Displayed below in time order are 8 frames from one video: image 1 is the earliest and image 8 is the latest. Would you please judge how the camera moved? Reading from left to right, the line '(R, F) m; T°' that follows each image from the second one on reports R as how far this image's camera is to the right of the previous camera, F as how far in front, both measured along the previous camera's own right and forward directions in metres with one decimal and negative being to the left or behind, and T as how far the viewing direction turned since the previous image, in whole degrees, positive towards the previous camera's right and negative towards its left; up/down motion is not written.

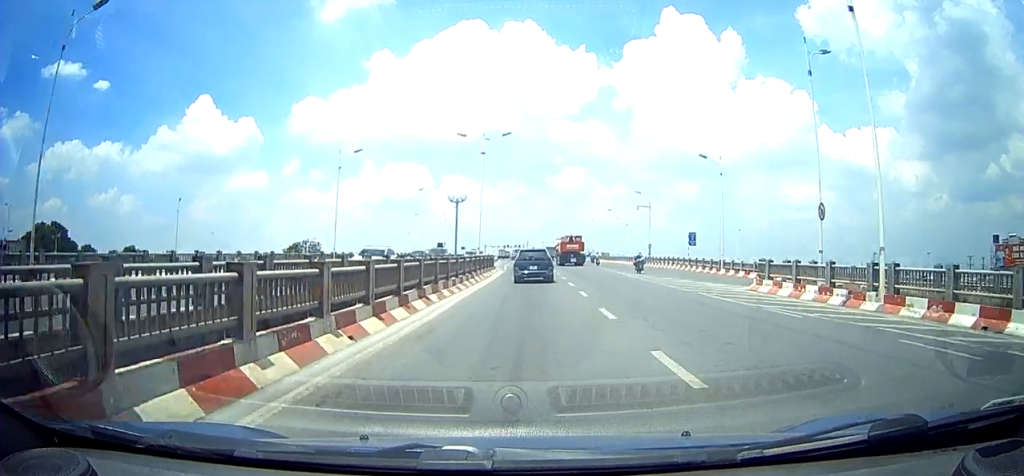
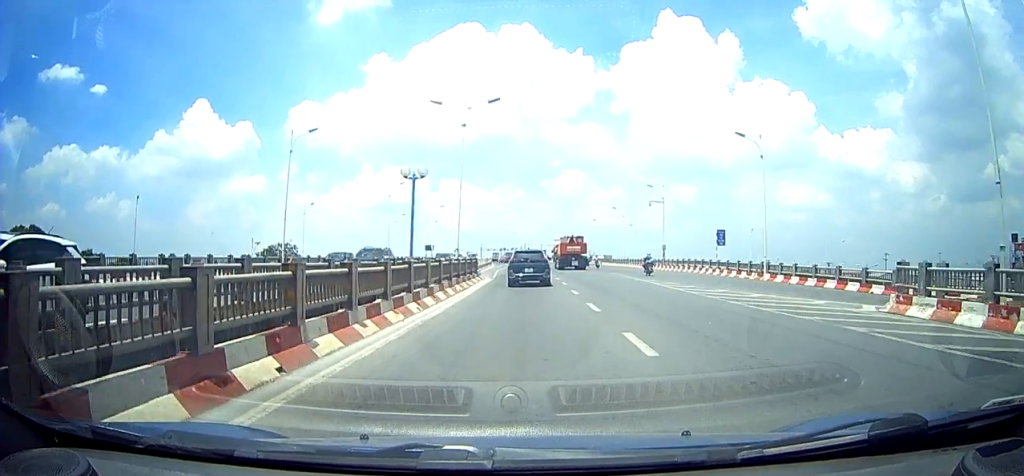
(+0.5, +10.1) m; +1°
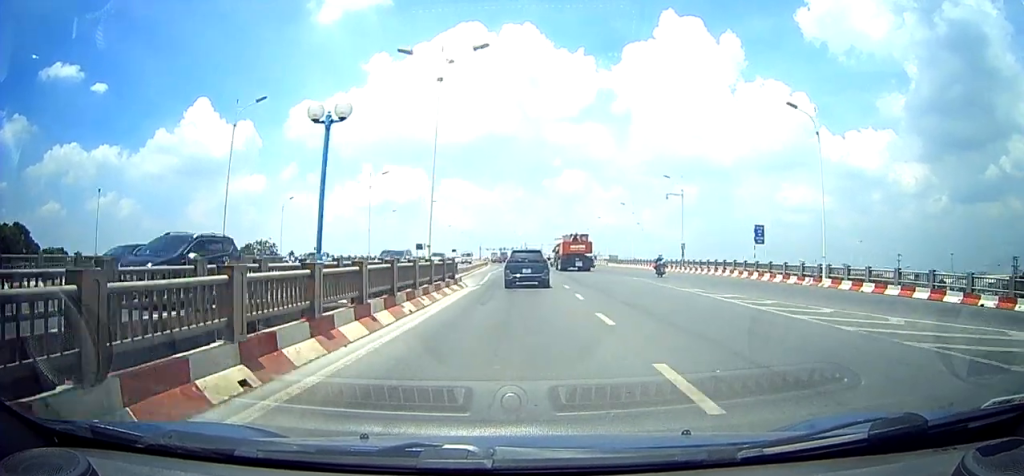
(-0.1, +8.2) m; -4°
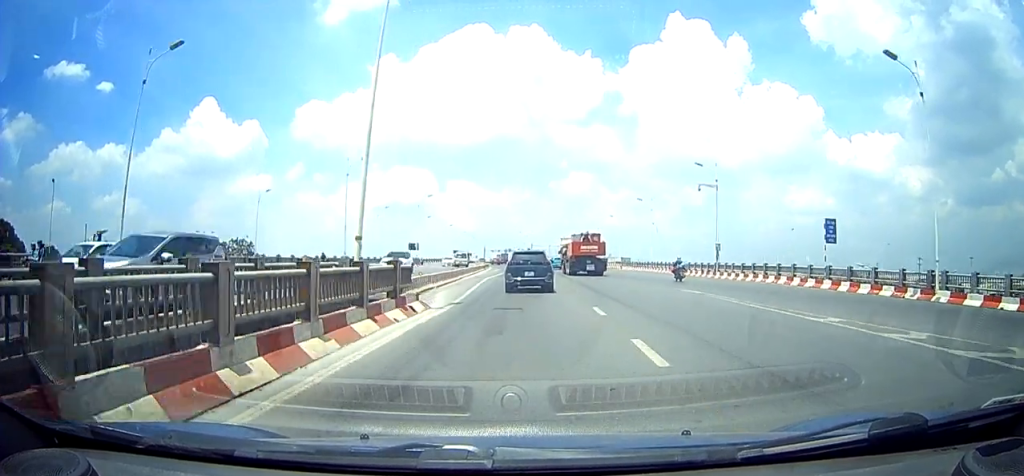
(-0.6, +9.6) m; +1°
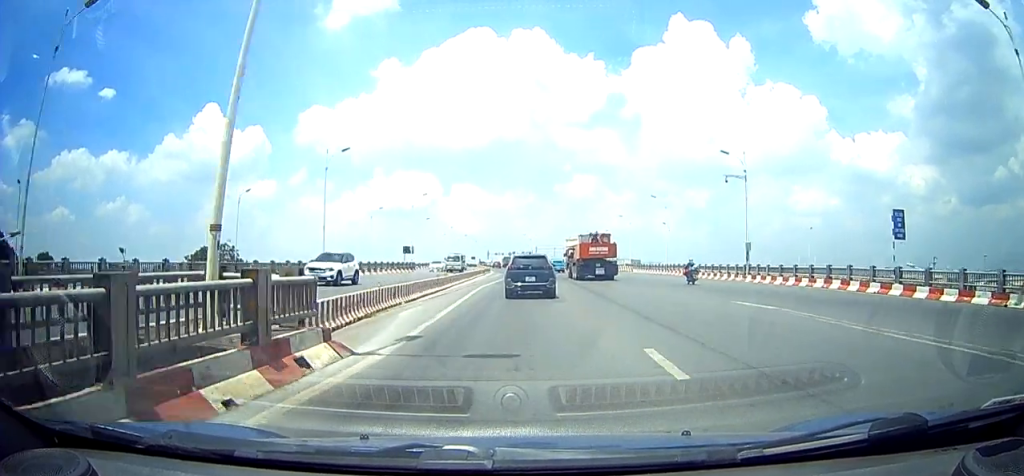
(+0.1, +7.5) m; +1°
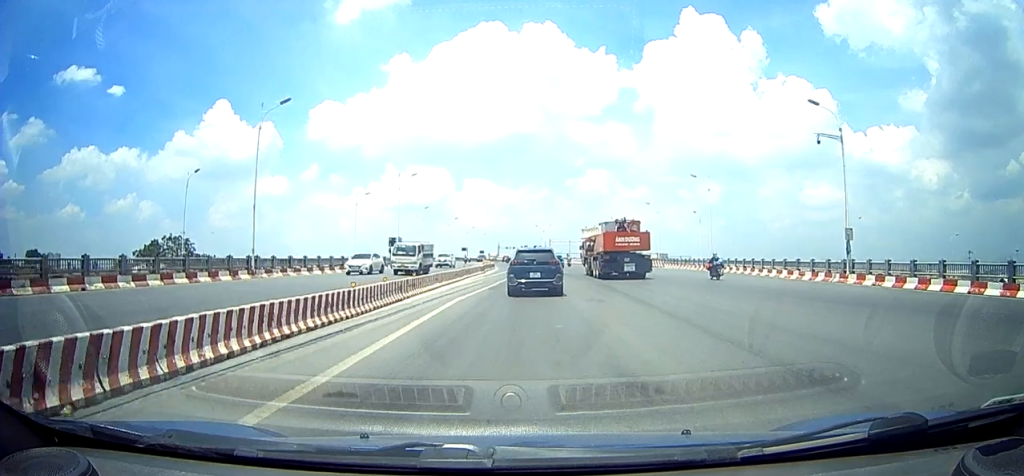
(+0.6, +16.0) m; +1°
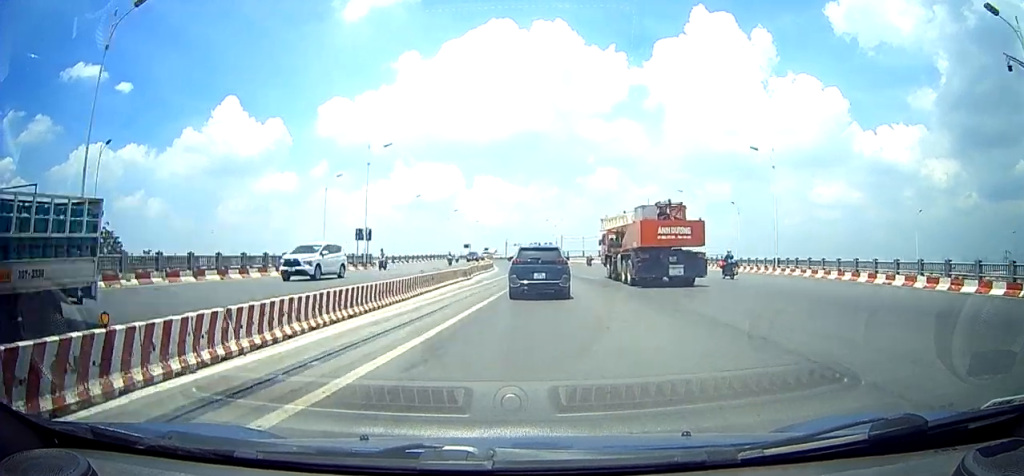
(-0.3, +18.1) m; -1°
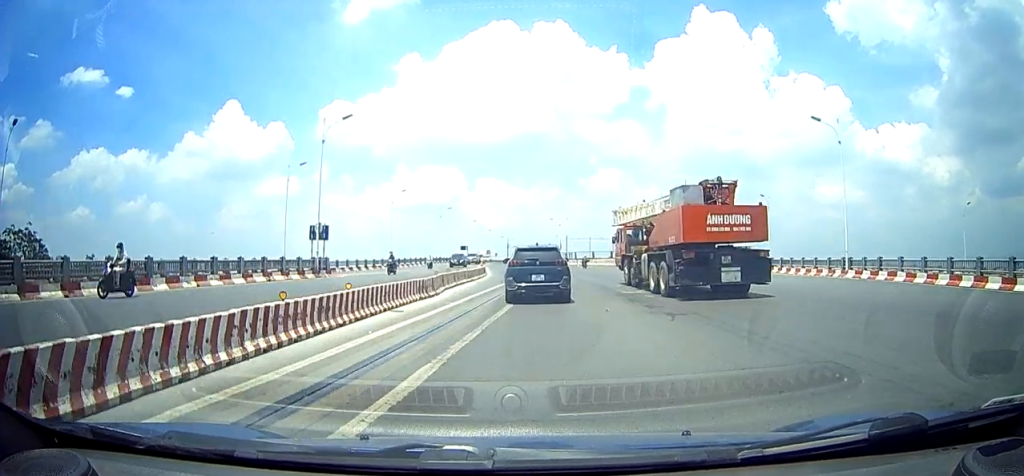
(0.0, +13.5) m; 0°
